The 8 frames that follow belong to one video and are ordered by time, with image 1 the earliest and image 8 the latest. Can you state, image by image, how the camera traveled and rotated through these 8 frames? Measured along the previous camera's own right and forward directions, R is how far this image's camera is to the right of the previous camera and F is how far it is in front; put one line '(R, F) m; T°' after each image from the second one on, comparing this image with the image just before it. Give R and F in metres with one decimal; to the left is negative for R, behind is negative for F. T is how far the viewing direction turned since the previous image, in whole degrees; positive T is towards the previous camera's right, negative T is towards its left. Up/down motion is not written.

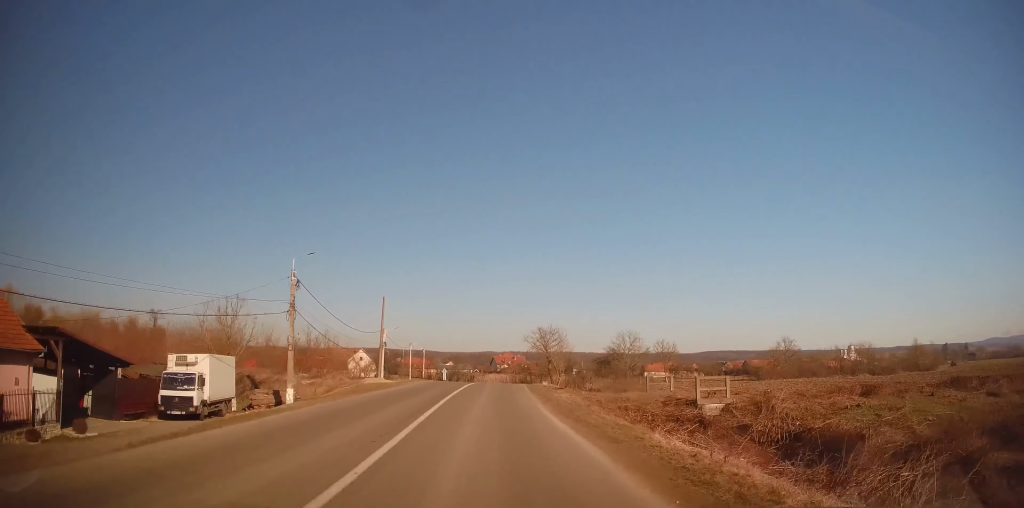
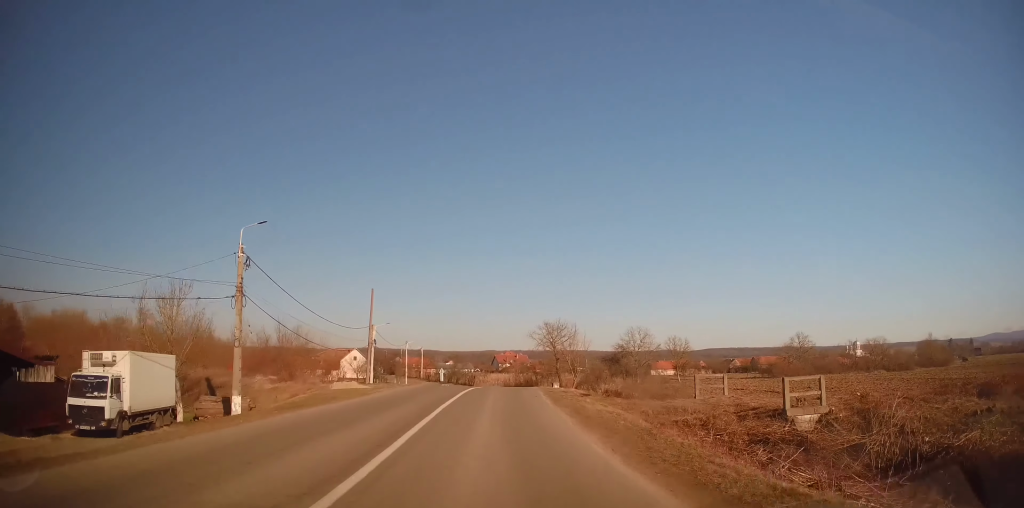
(+0.2, +5.9) m; -1°
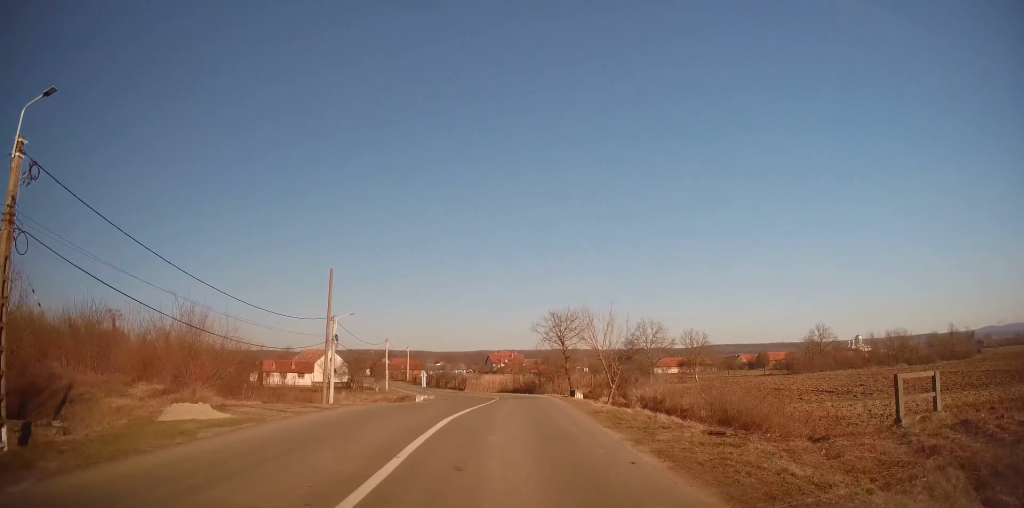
(-0.2, +12.6) m; 0°
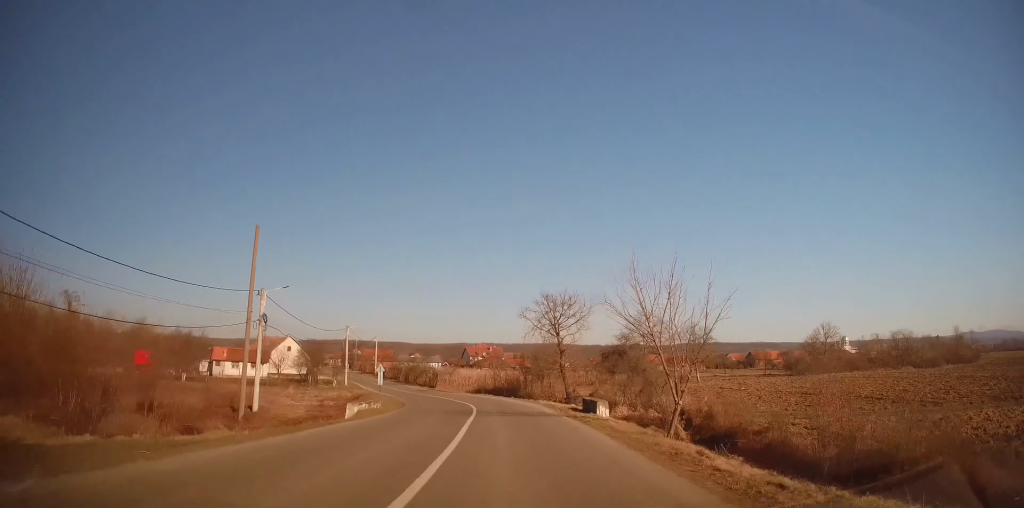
(+0.1, +11.6) m; +1°
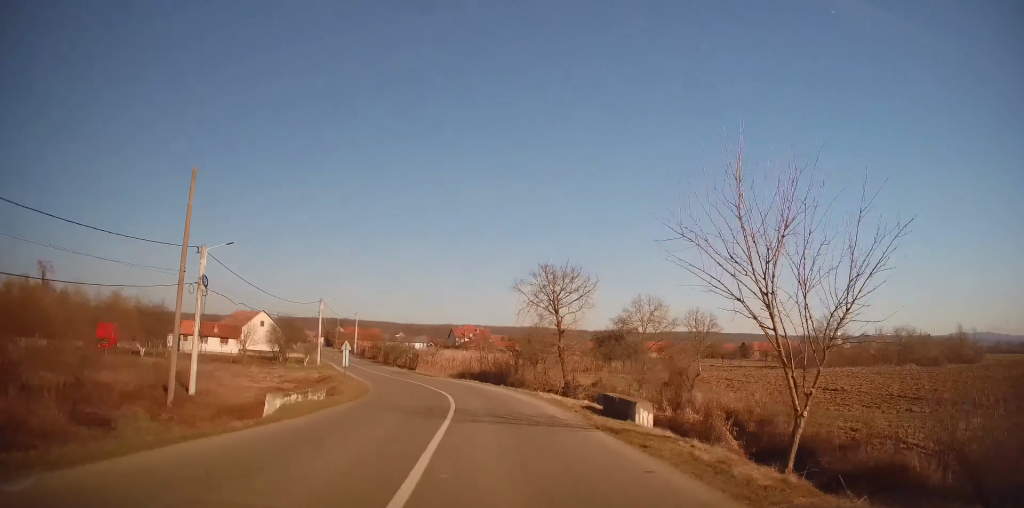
(-0.1, +6.8) m; +1°
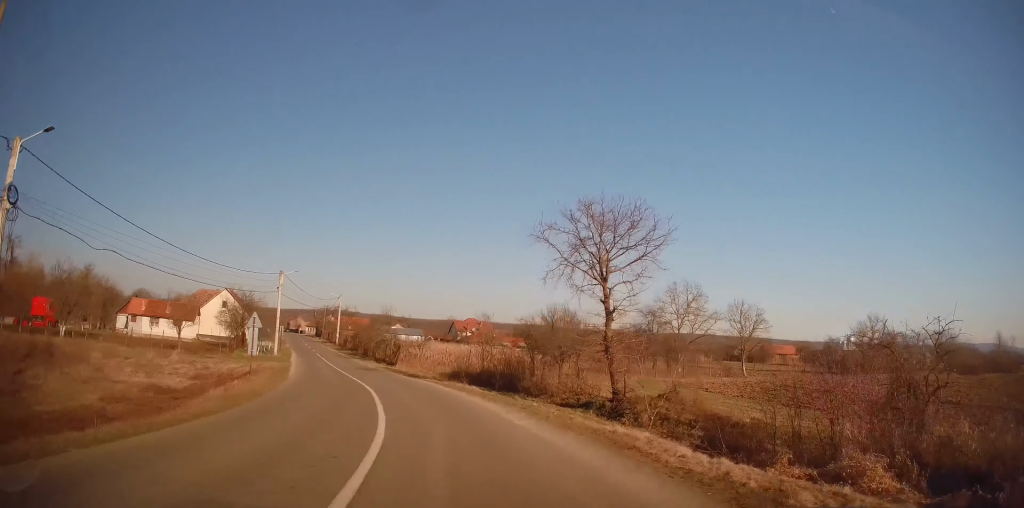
(+0.7, +15.0) m; +1°
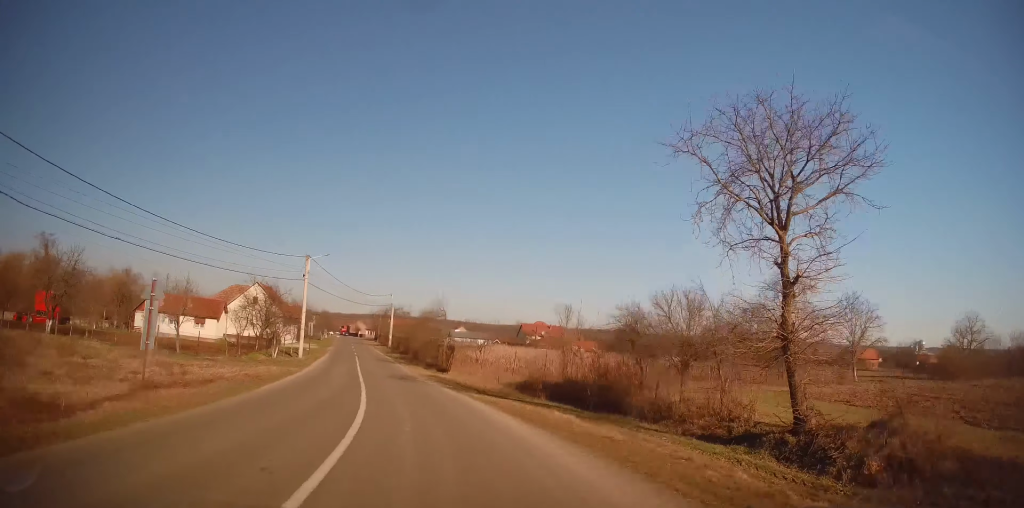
(-0.4, +11.2) m; -4°
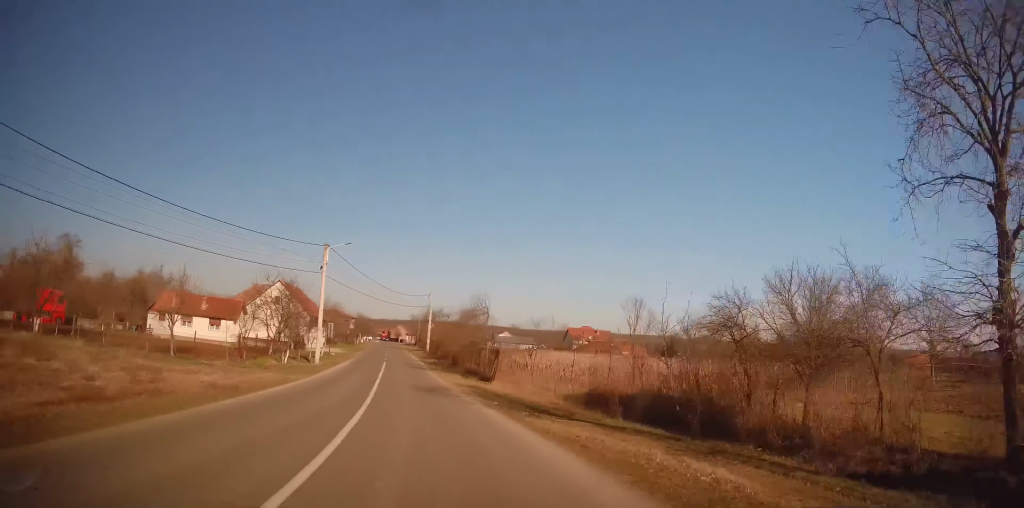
(-0.3, +6.7) m; -3°
